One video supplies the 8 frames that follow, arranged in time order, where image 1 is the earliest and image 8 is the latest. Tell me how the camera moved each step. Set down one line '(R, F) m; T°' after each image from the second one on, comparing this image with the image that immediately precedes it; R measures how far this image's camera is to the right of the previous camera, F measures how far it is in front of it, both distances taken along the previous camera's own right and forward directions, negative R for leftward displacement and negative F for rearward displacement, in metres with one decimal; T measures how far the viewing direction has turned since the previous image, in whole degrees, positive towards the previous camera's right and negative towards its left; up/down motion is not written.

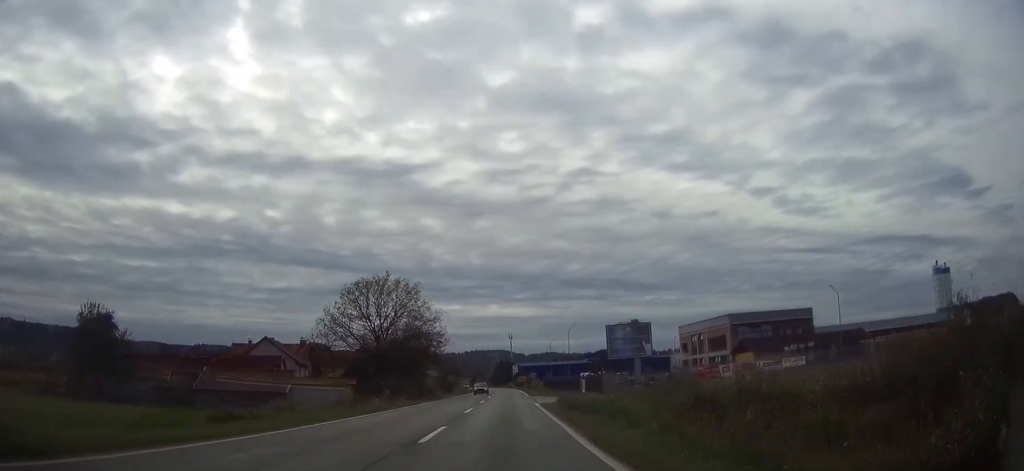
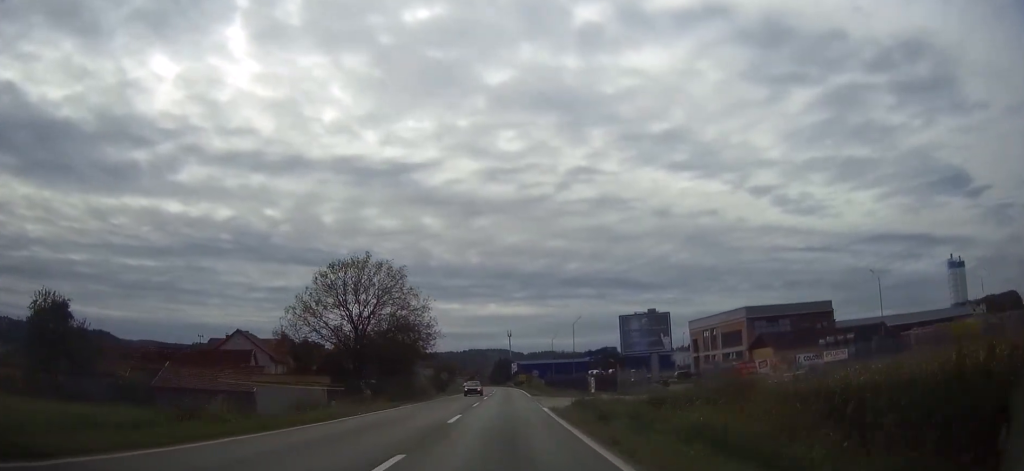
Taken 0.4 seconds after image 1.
(-0.1, +7.7) m; 0°
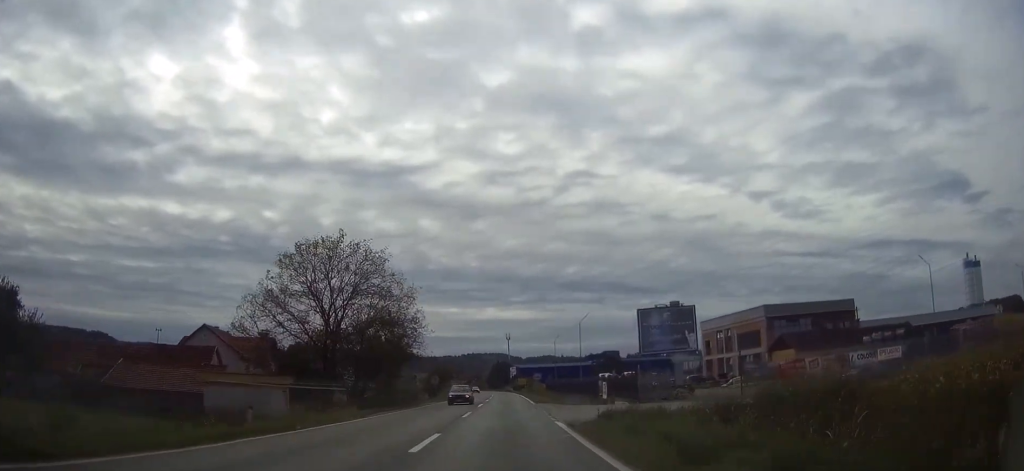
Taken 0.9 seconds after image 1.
(-0.1, +8.3) m; 0°
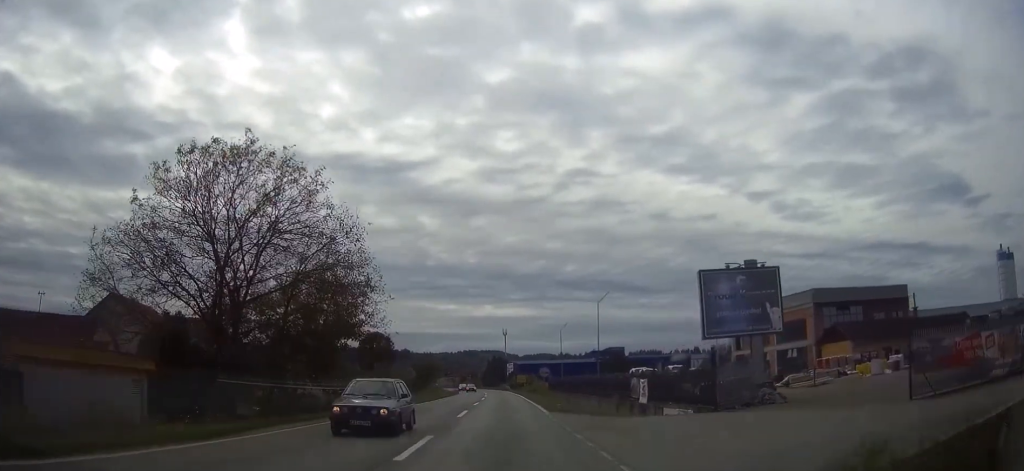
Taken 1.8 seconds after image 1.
(+0.1, +16.7) m; 0°
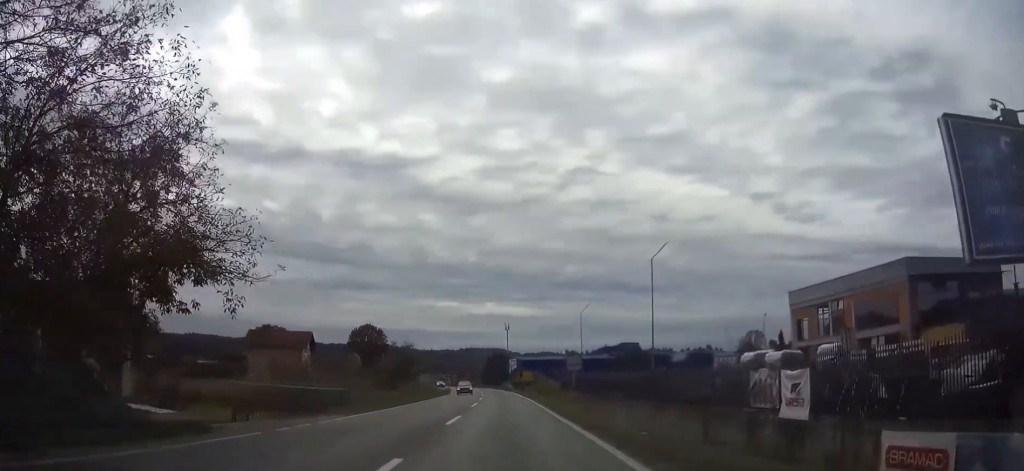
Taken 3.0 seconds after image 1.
(0.0, +20.8) m; 0°
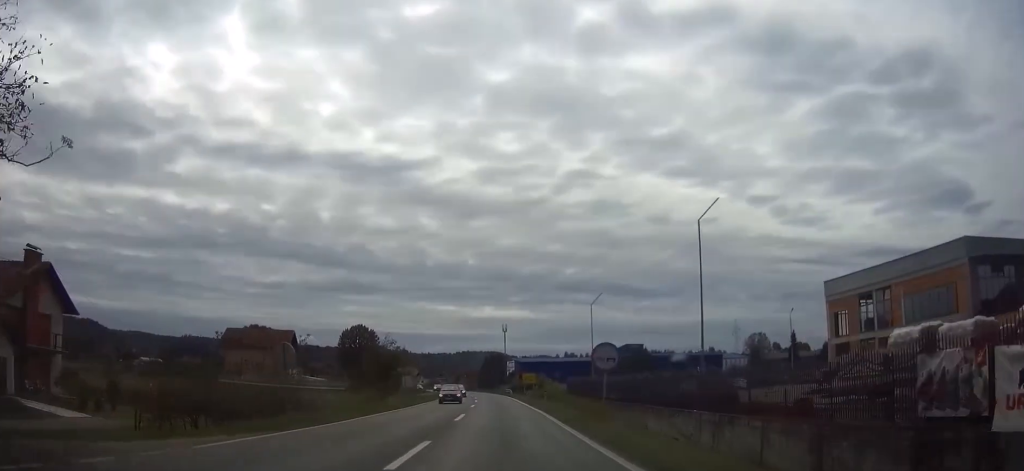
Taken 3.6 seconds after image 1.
(0.0, +10.1) m; 0°
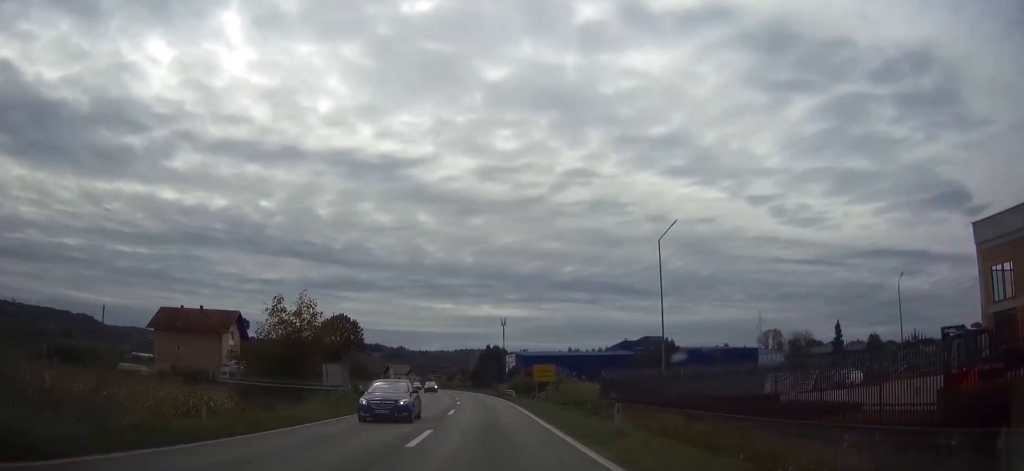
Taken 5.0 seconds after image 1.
(0.0, +26.2) m; +1°
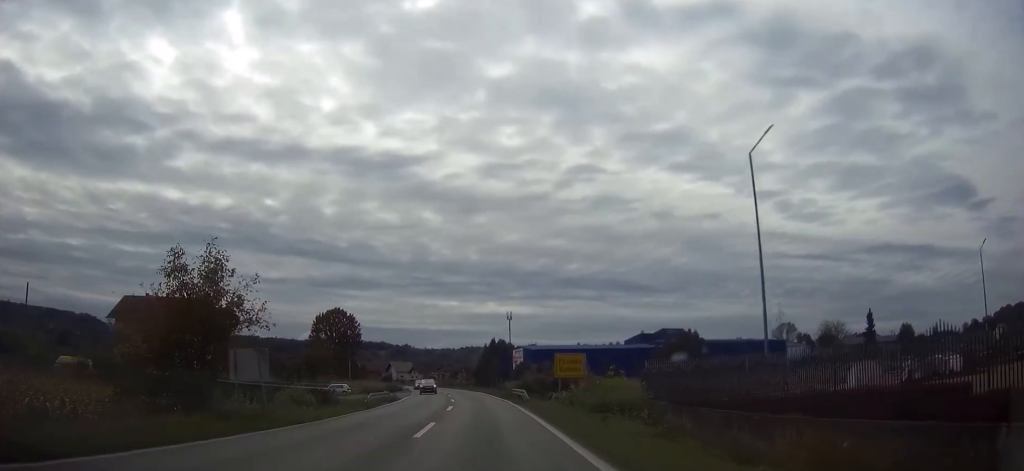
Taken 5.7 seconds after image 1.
(+0.1, +12.5) m; 0°
